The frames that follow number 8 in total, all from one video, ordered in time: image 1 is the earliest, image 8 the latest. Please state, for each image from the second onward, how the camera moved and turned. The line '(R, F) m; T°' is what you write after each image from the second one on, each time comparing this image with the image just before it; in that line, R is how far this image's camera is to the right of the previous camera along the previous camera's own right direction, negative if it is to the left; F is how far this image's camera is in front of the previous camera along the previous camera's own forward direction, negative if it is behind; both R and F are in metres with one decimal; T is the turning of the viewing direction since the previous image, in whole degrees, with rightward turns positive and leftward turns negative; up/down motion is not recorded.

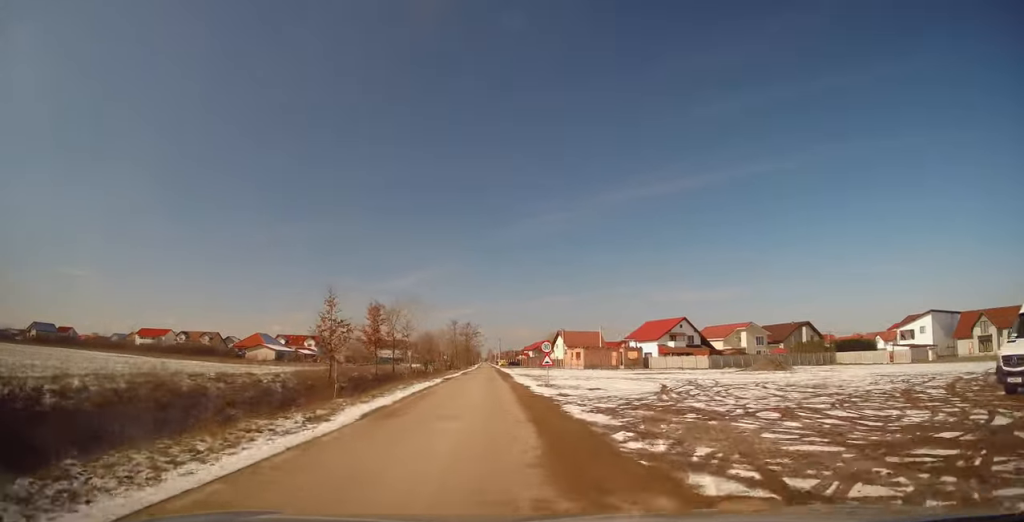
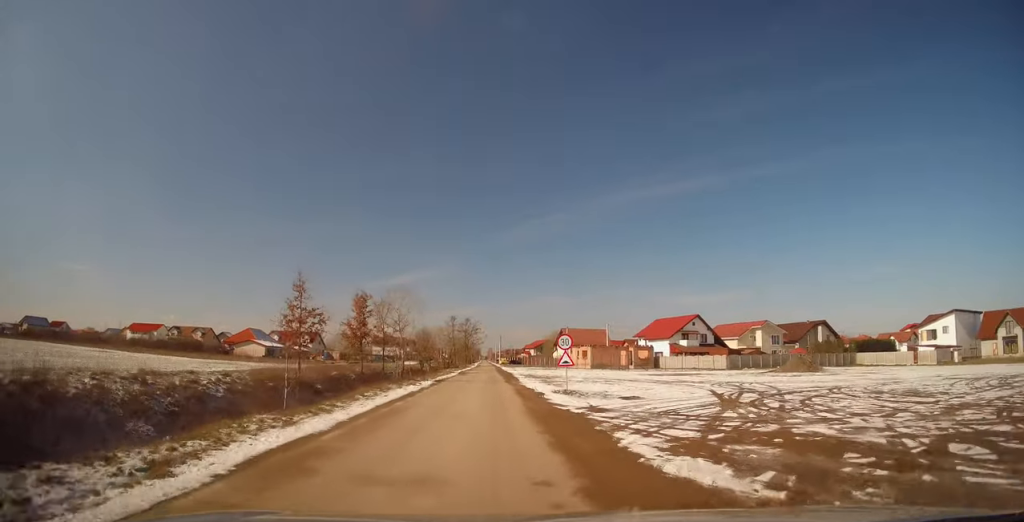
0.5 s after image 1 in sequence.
(-0.1, +6.2) m; -1°
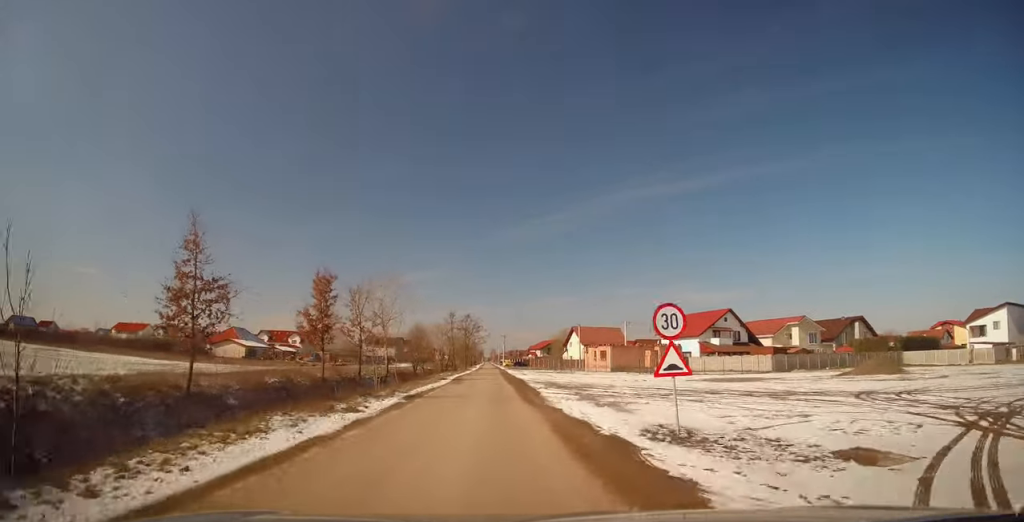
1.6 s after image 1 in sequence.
(-0.1, +12.0) m; -2°
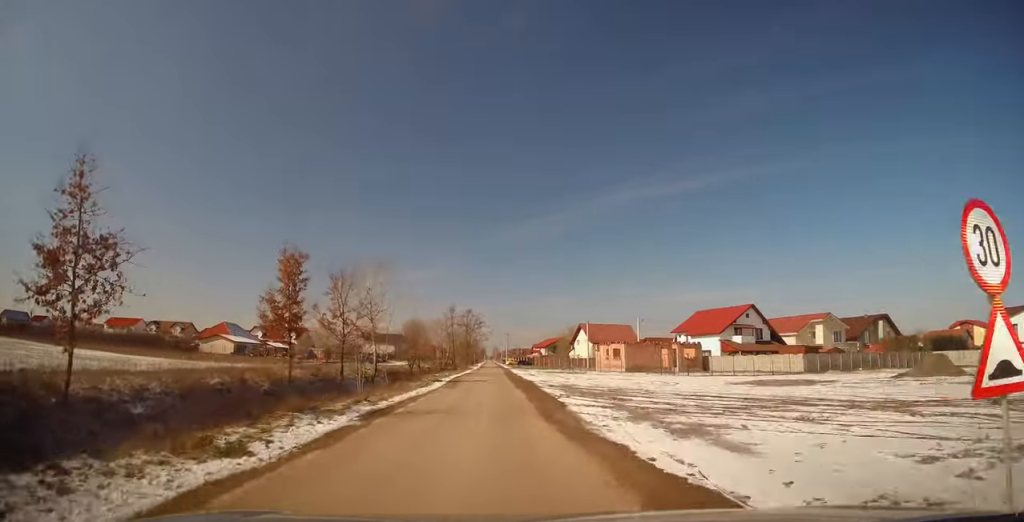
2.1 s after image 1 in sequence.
(-0.1, +6.5) m; 0°
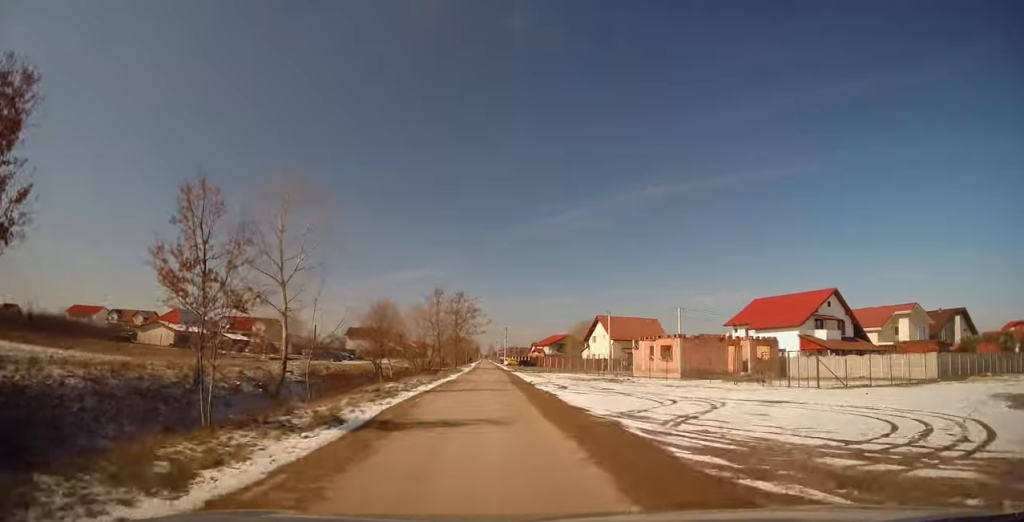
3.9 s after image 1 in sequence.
(+0.4, +19.7) m; +2°
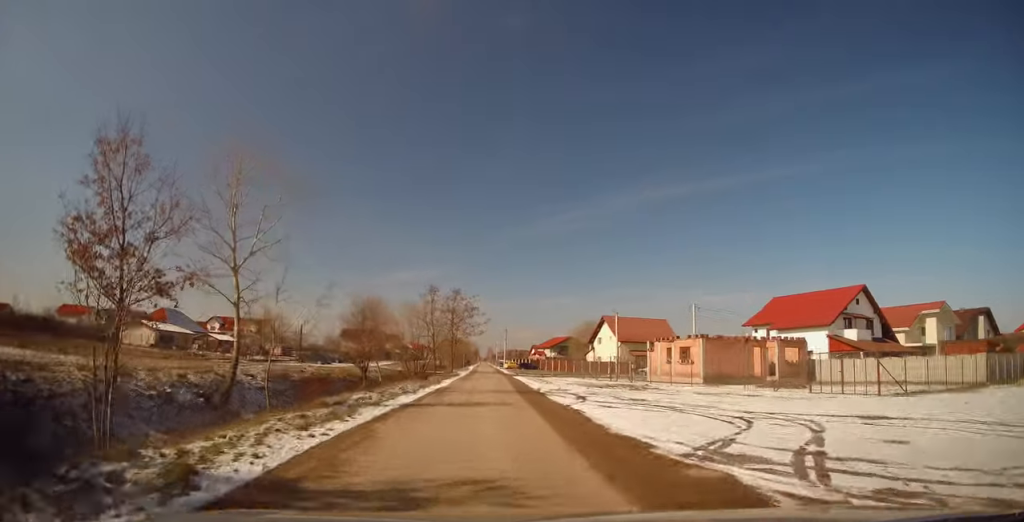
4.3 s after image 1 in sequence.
(-0.2, +5.0) m; 0°
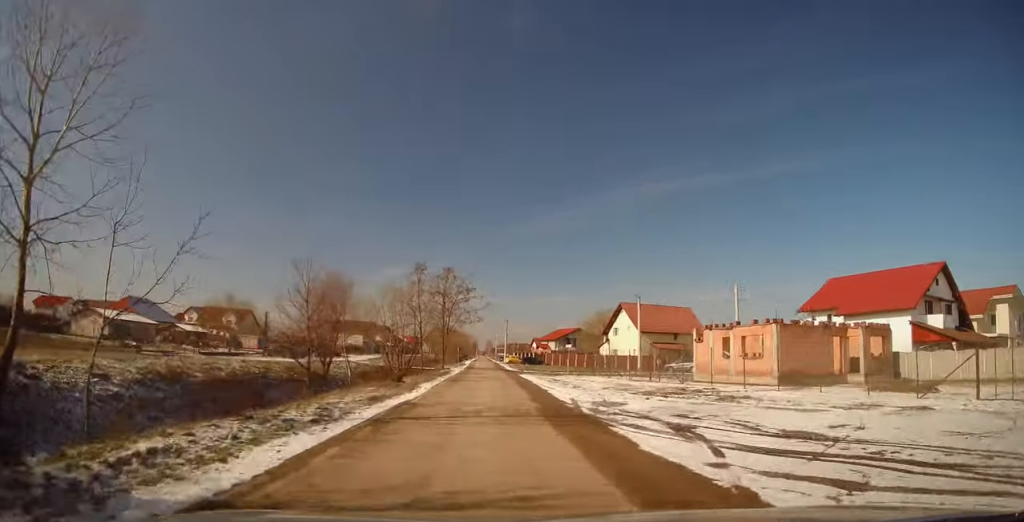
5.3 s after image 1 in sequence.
(-0.1, +11.1) m; 0°
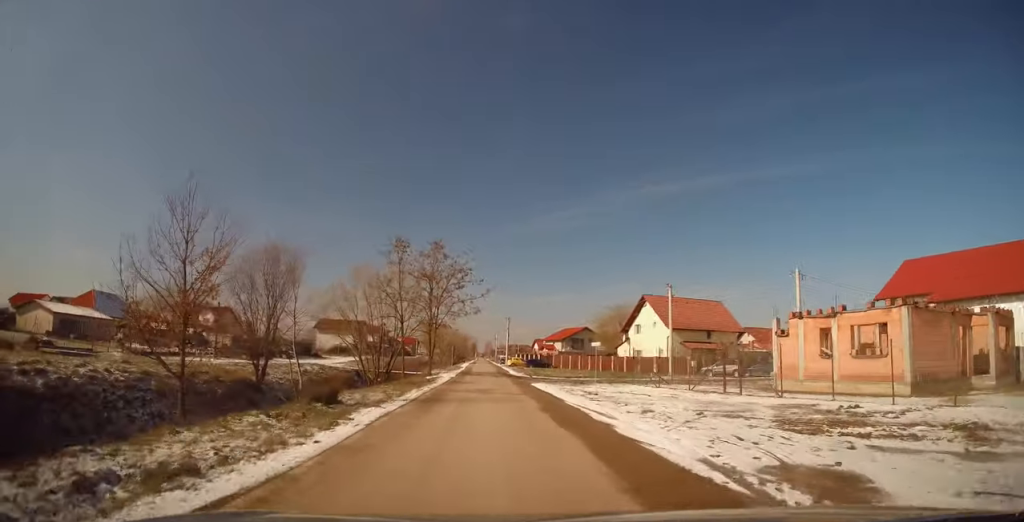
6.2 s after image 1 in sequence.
(+0.1, +11.3) m; 0°
